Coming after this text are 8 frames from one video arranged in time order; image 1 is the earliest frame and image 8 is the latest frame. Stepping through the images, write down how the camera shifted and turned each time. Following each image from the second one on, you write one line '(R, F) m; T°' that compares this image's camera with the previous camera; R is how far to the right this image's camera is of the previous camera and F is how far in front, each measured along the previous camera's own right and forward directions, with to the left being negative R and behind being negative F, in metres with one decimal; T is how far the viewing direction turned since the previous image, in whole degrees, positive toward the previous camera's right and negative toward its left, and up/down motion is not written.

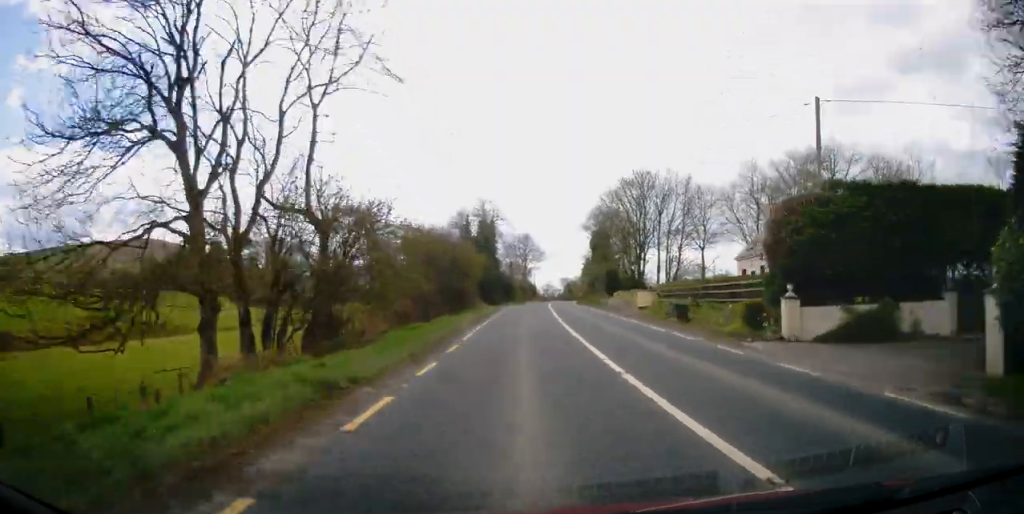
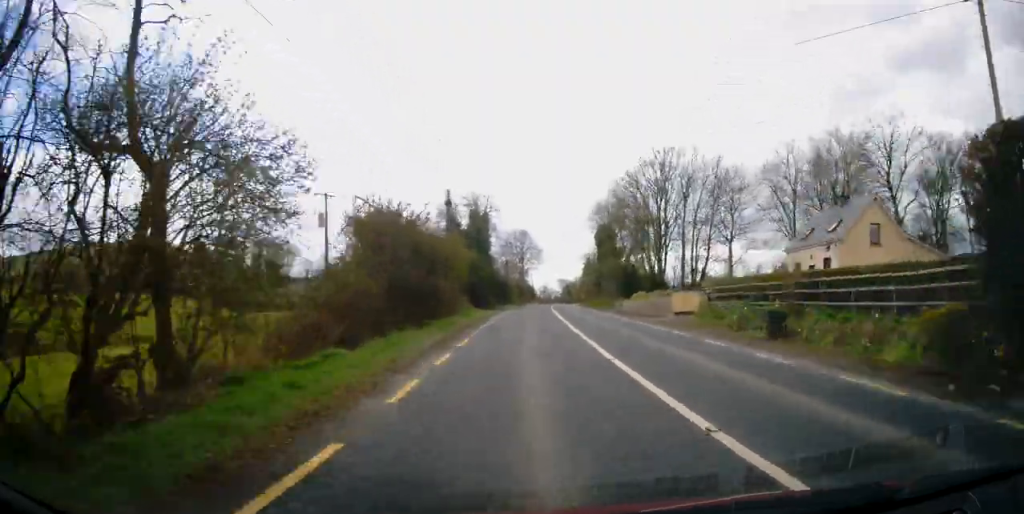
(0.0, +10.6) m; 0°
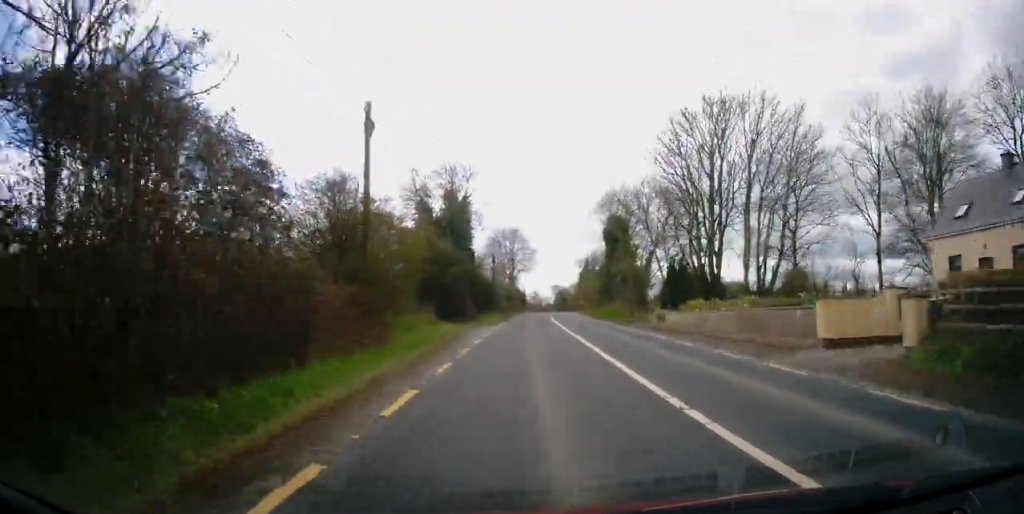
(0.0, +17.1) m; 0°
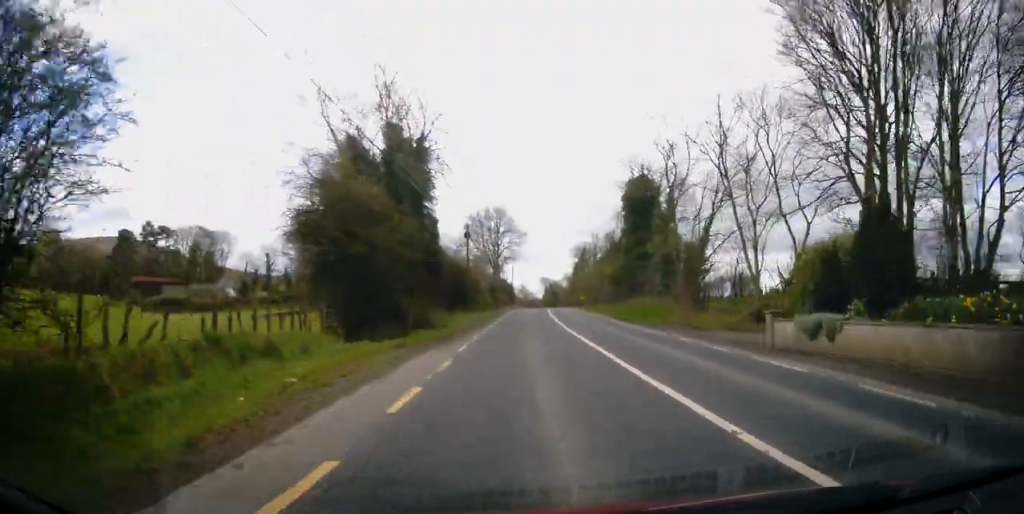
(0.0, +20.4) m; +1°
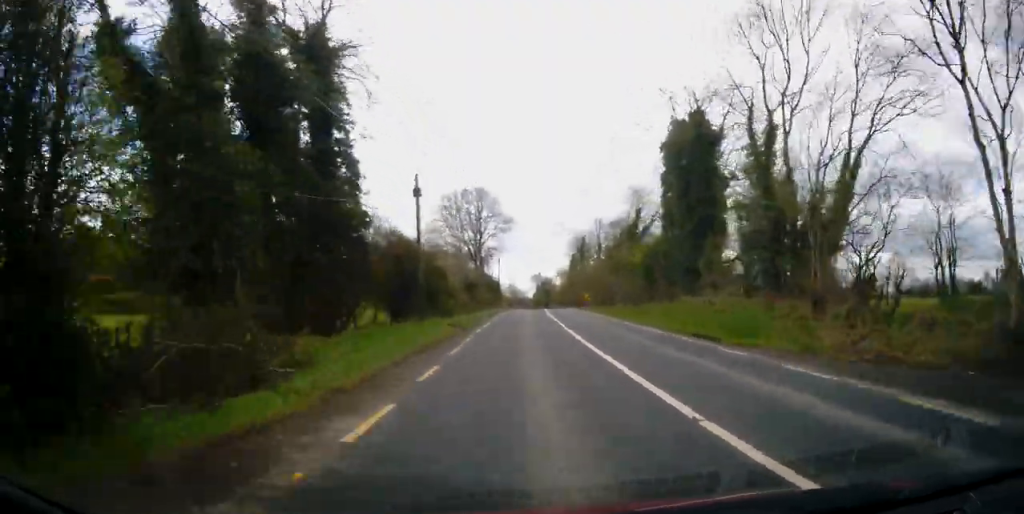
(+0.5, +17.9) m; +2°
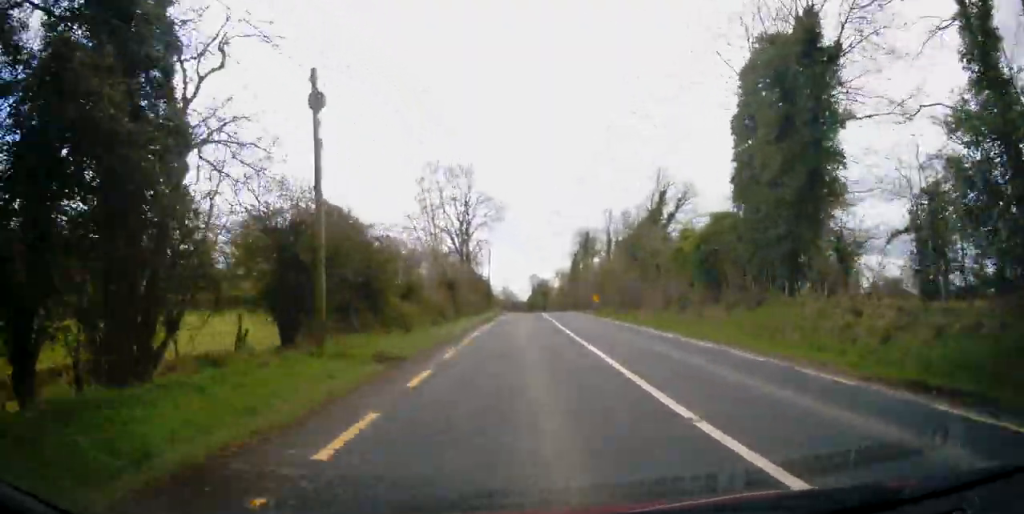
(+0.1, +13.0) m; +1°
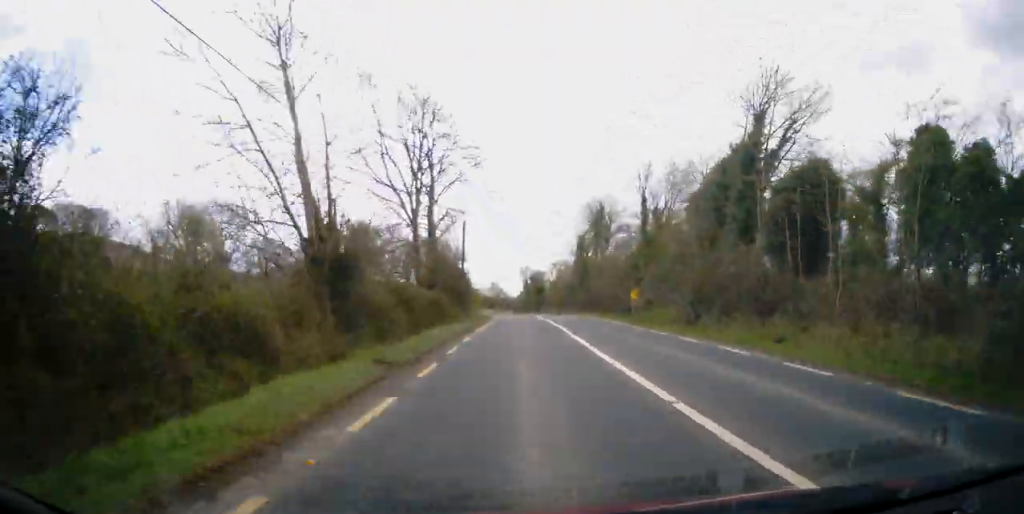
(+0.2, +23.5) m; 0°
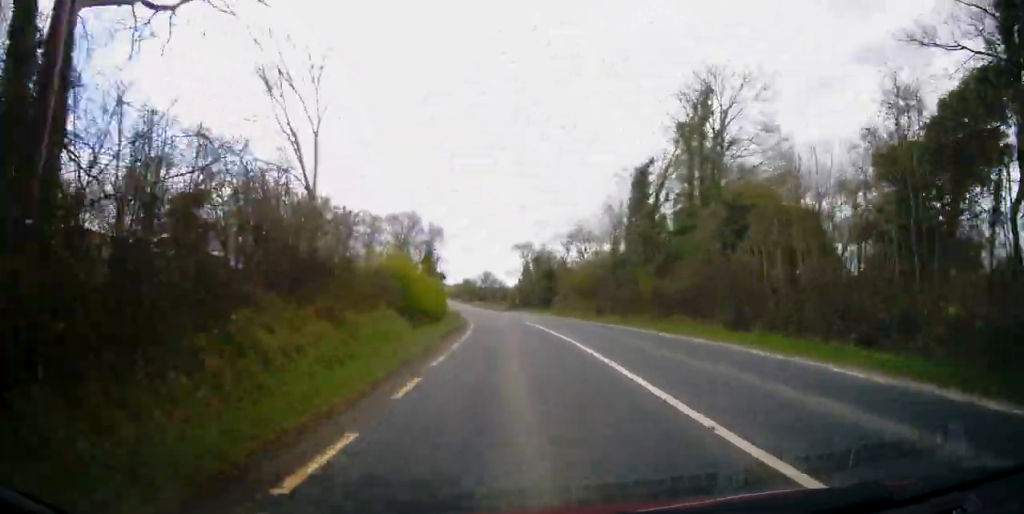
(0.0, +38.7) m; +1°
